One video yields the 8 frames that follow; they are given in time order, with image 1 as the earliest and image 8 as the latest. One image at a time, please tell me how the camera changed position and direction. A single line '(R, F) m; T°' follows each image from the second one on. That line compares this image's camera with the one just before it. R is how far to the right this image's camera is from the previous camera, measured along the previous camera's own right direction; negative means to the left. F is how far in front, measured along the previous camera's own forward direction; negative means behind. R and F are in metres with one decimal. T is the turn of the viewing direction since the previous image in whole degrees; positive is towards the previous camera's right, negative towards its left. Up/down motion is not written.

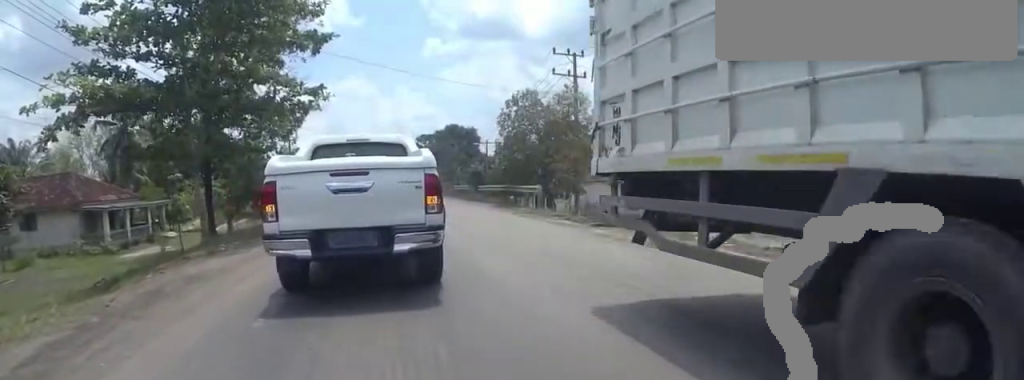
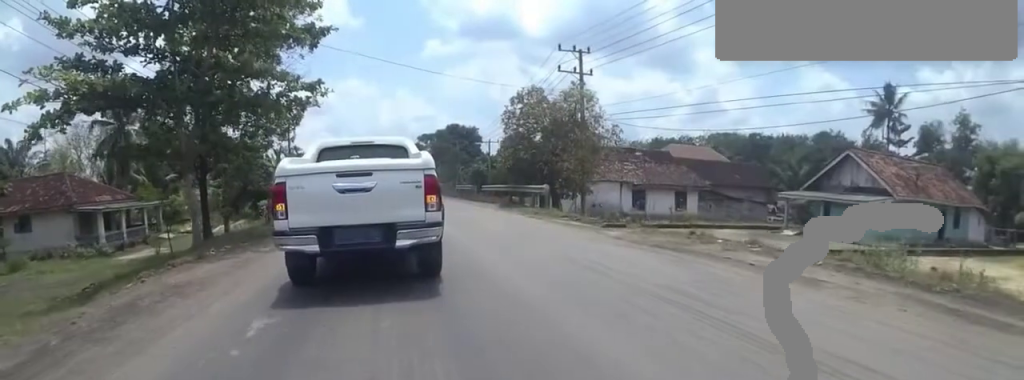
(0.0, +0.5) m; 0°
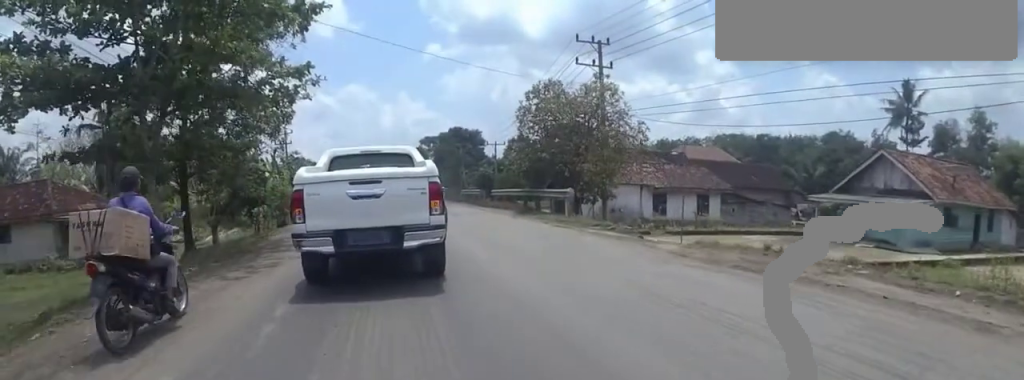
(0.0, +1.8) m; 0°
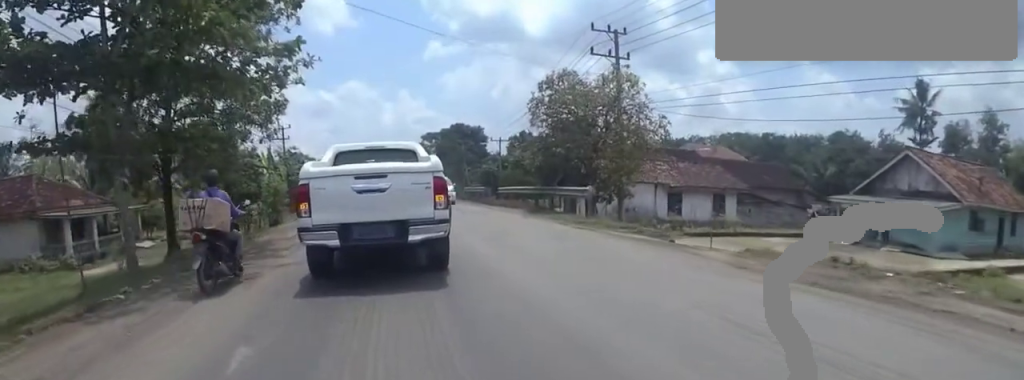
(0.0, +1.4) m; 0°
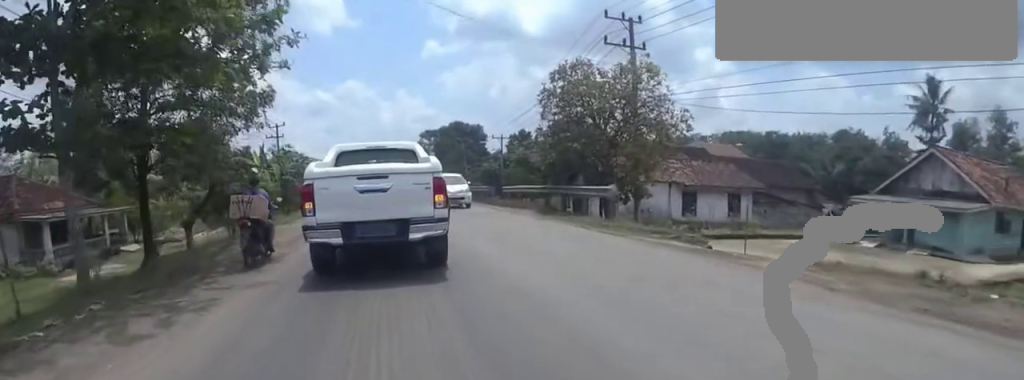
(0.0, +1.6) m; 0°
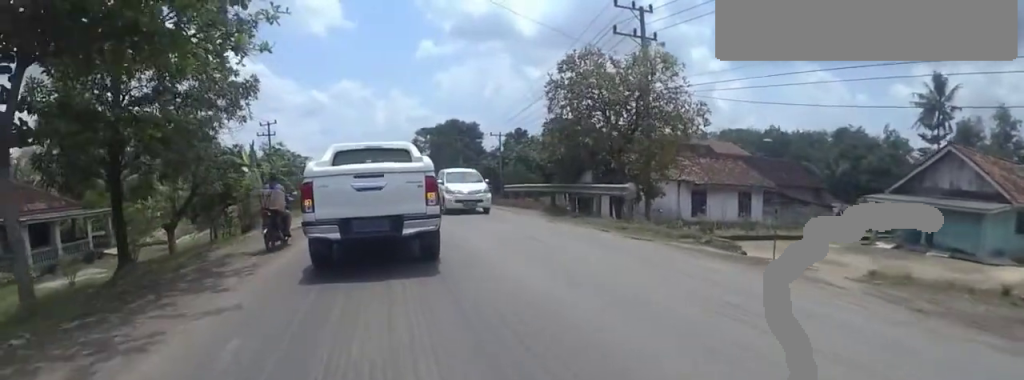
(0.0, +1.4) m; 0°
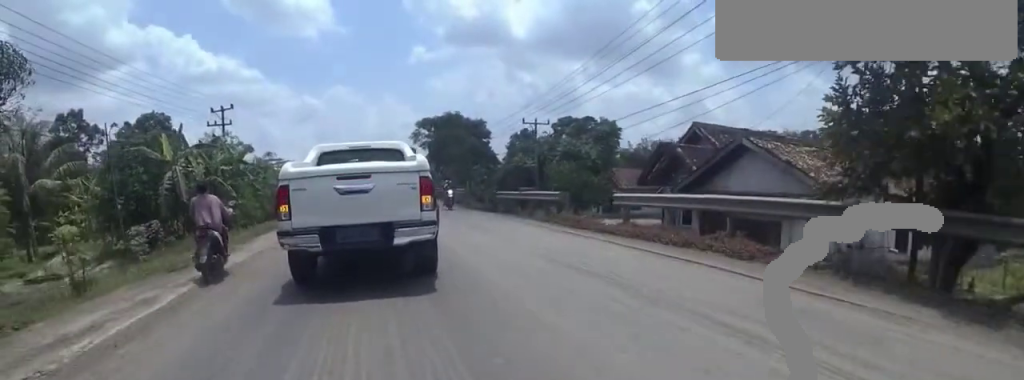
(0.0, +11.4) m; 0°
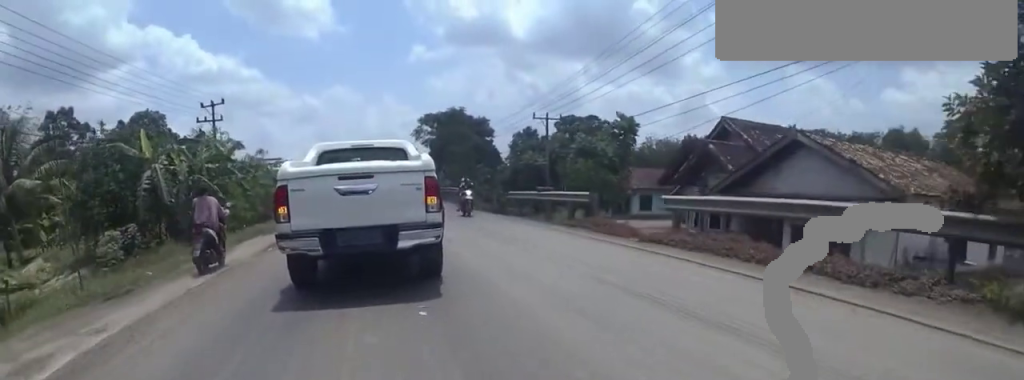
(0.0, +2.0) m; 0°
